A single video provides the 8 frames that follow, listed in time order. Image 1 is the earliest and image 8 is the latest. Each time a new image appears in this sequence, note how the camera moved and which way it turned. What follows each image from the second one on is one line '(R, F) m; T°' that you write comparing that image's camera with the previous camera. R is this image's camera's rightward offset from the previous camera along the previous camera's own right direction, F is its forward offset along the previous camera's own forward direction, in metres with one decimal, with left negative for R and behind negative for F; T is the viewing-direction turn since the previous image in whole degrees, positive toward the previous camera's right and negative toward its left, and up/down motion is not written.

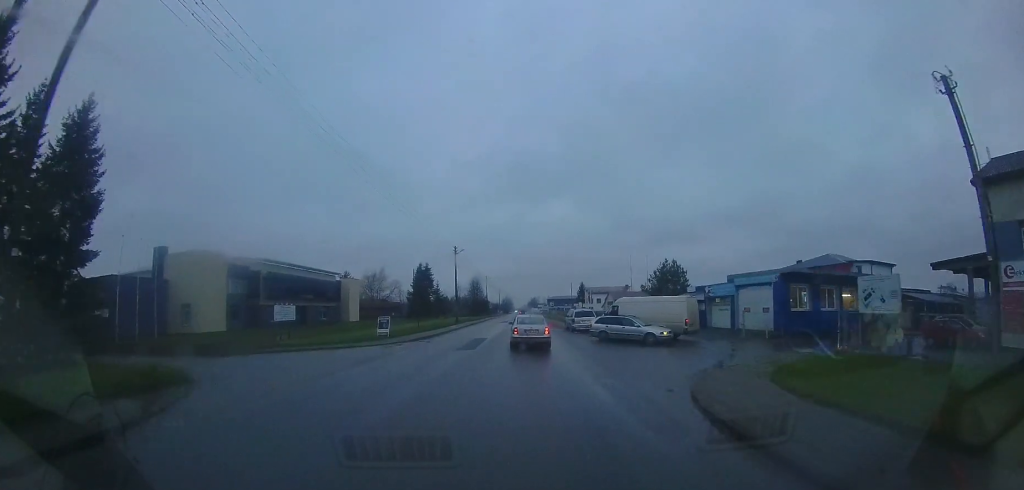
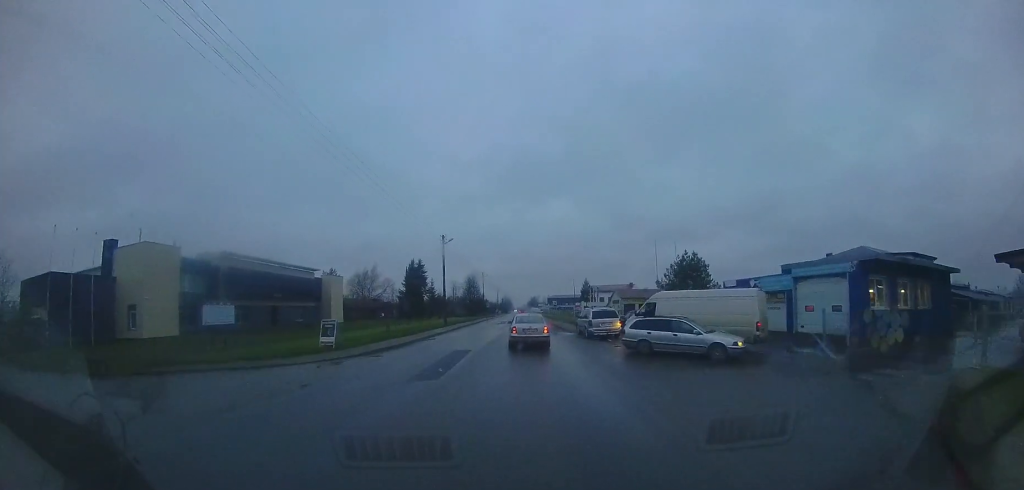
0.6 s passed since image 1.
(+0.2, +6.1) m; +2°
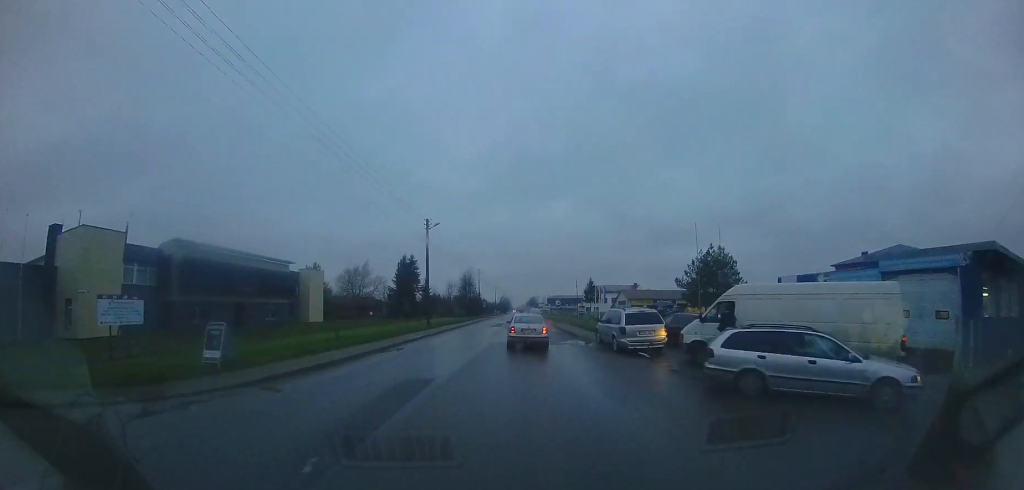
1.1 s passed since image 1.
(0.0, +6.0) m; 0°
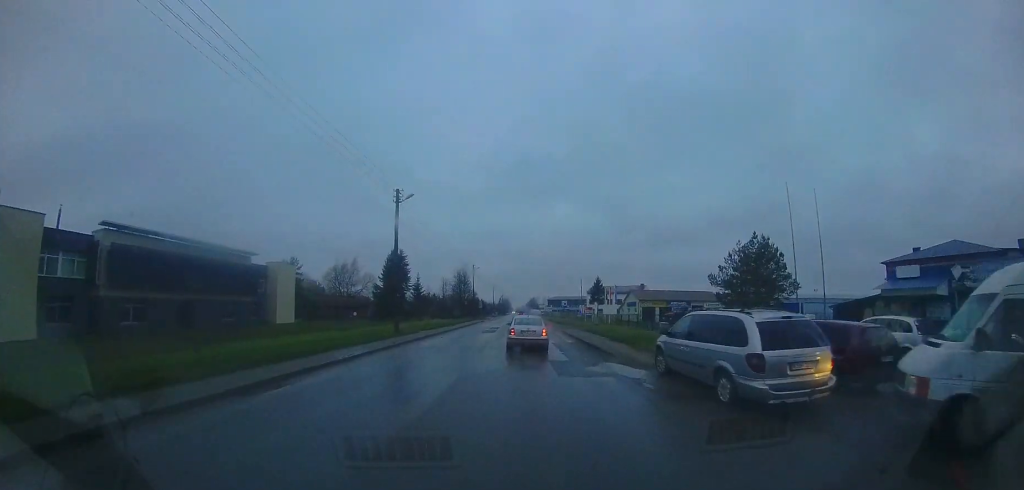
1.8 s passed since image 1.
(0.0, +7.4) m; 0°
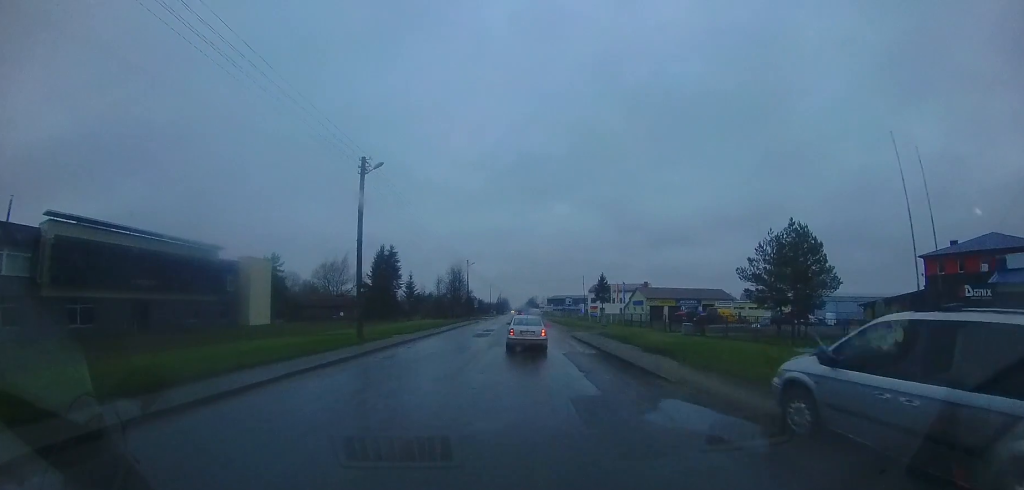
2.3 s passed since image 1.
(0.0, +4.9) m; -1°
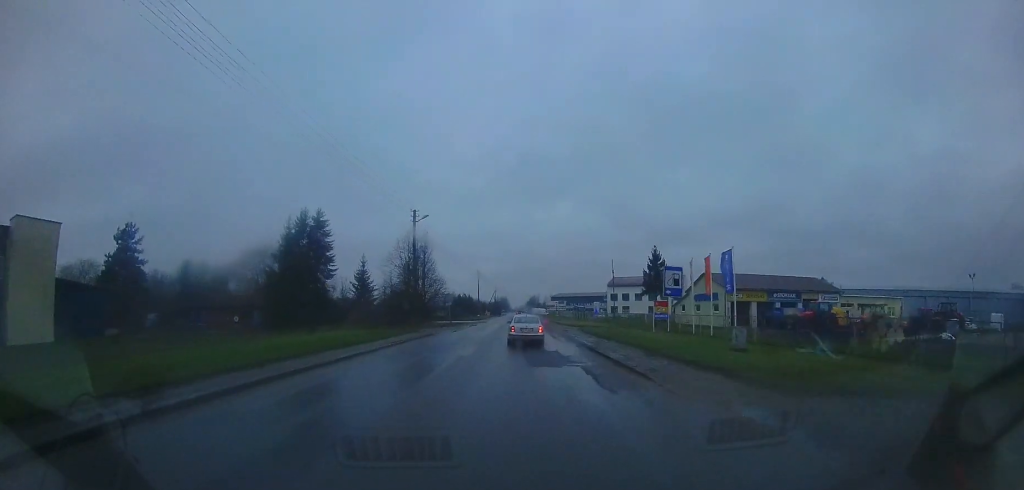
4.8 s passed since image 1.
(-0.7, +26.6) m; -1°
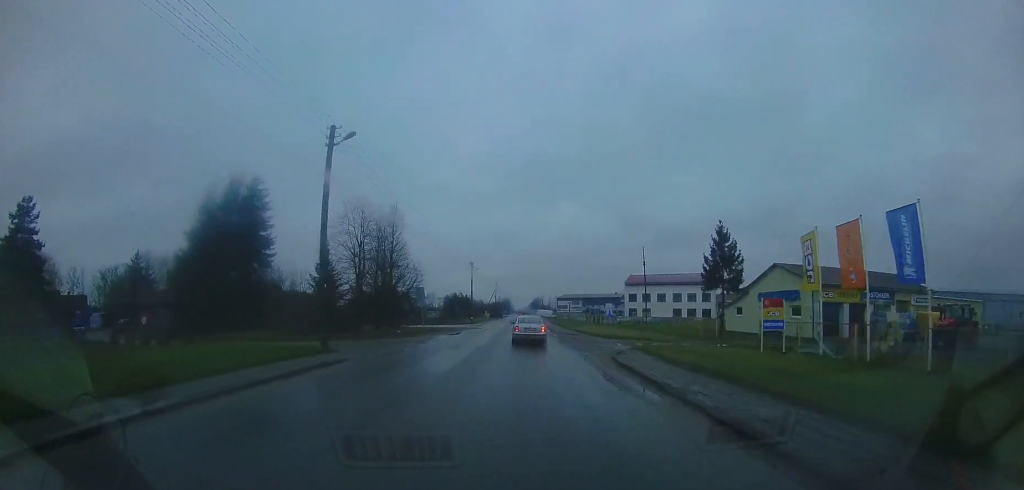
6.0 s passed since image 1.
(+0.2, +13.1) m; +2°
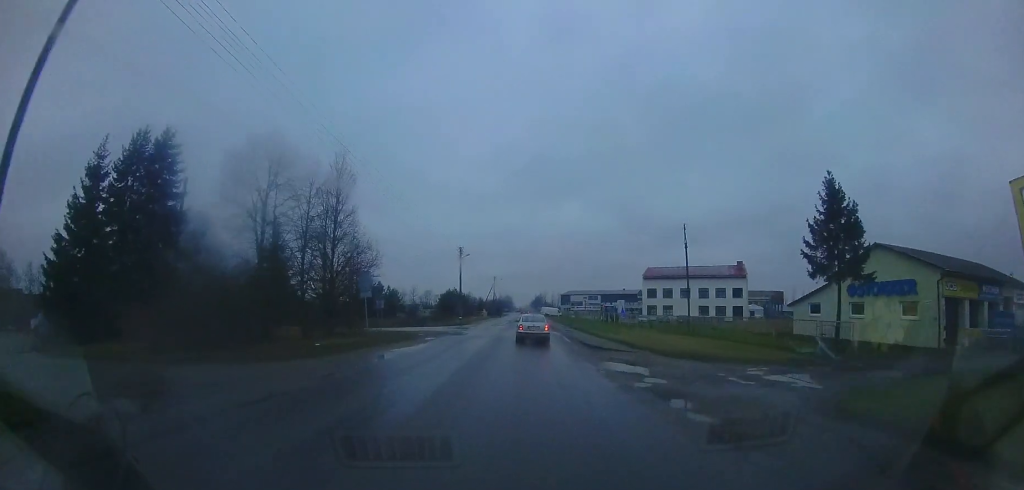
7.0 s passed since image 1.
(+0.1, +11.1) m; +1°
